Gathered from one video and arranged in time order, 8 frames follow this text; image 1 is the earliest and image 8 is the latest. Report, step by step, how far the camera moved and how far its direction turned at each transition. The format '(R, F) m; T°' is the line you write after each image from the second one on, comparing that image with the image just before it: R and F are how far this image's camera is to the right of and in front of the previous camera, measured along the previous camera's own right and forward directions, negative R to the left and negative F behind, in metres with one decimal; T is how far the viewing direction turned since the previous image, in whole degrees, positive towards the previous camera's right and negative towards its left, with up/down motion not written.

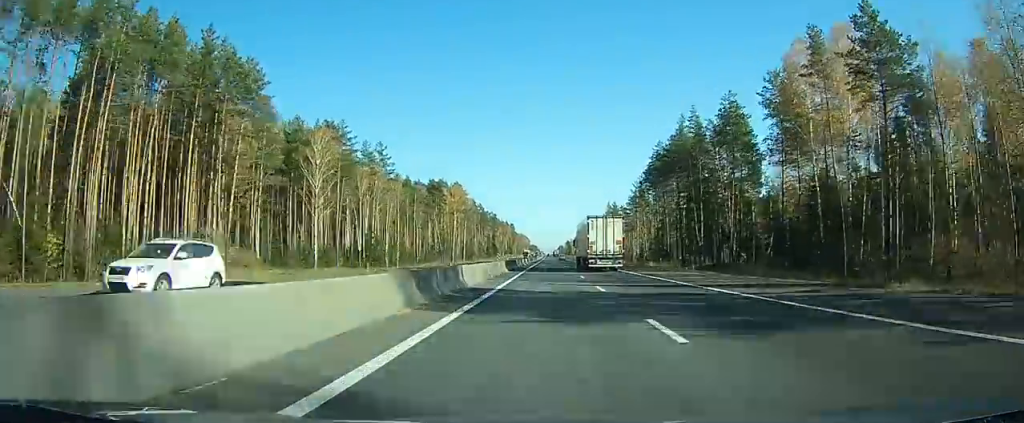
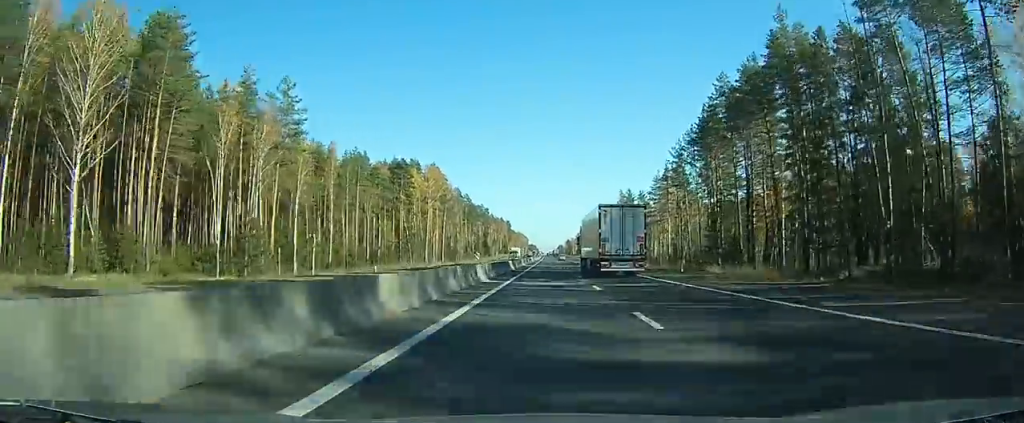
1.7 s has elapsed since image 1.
(+0.1, +47.0) m; 0°
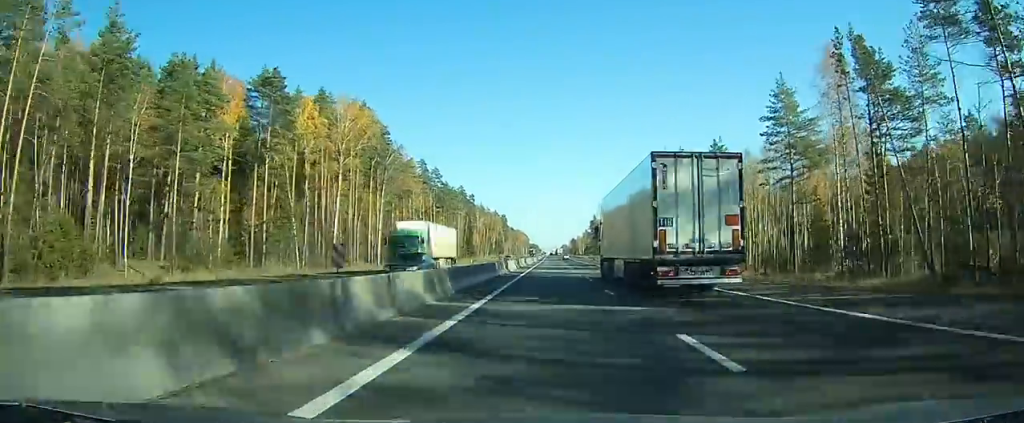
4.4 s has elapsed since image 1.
(-0.3, +74.0) m; 0°
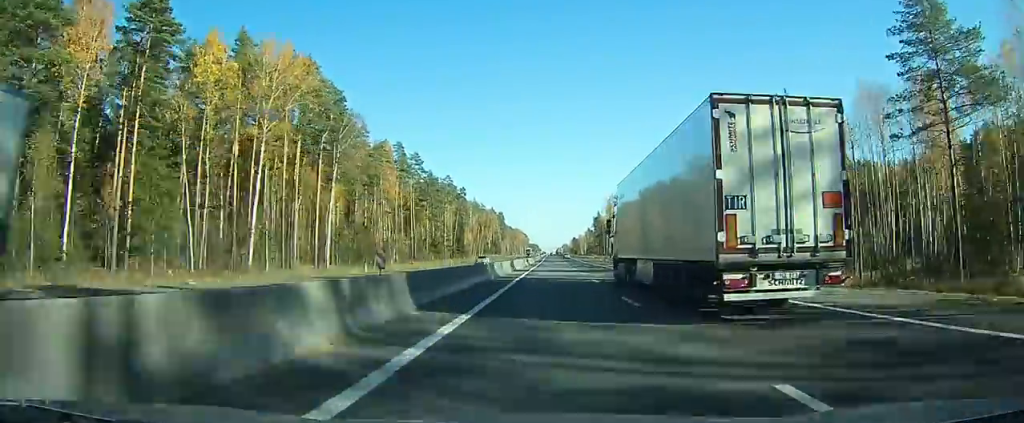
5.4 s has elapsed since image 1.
(0.0, +26.7) m; 0°
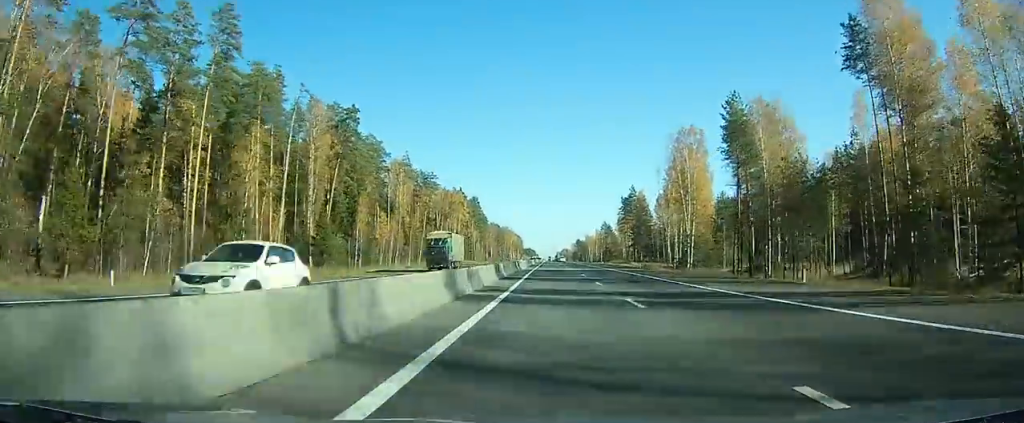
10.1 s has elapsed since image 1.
(+0.2, +134.8) m; 0°
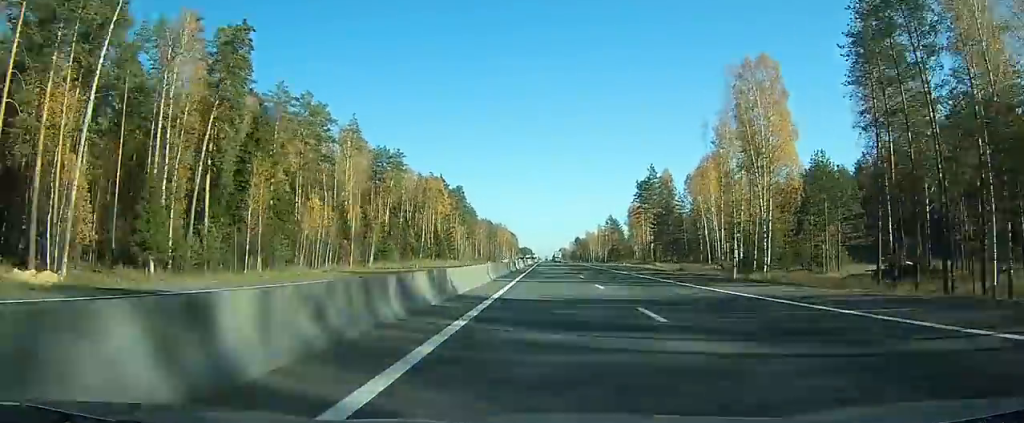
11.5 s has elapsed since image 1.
(+0.1, +39.6) m; 0°
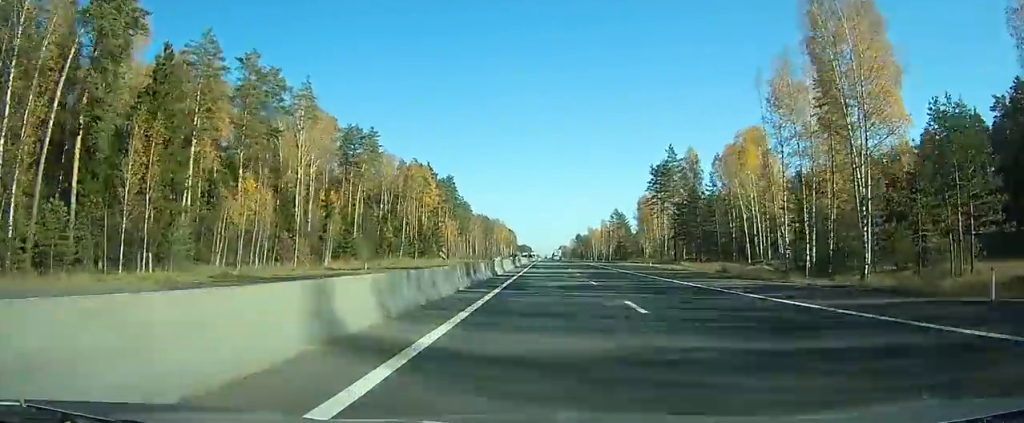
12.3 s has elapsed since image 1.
(0.0, +22.3) m; 0°
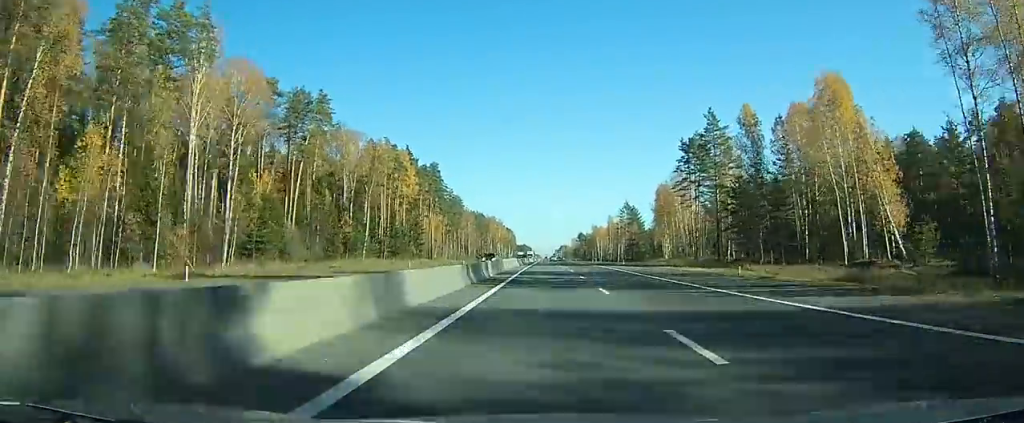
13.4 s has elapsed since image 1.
(+0.1, +28.9) m; 0°
